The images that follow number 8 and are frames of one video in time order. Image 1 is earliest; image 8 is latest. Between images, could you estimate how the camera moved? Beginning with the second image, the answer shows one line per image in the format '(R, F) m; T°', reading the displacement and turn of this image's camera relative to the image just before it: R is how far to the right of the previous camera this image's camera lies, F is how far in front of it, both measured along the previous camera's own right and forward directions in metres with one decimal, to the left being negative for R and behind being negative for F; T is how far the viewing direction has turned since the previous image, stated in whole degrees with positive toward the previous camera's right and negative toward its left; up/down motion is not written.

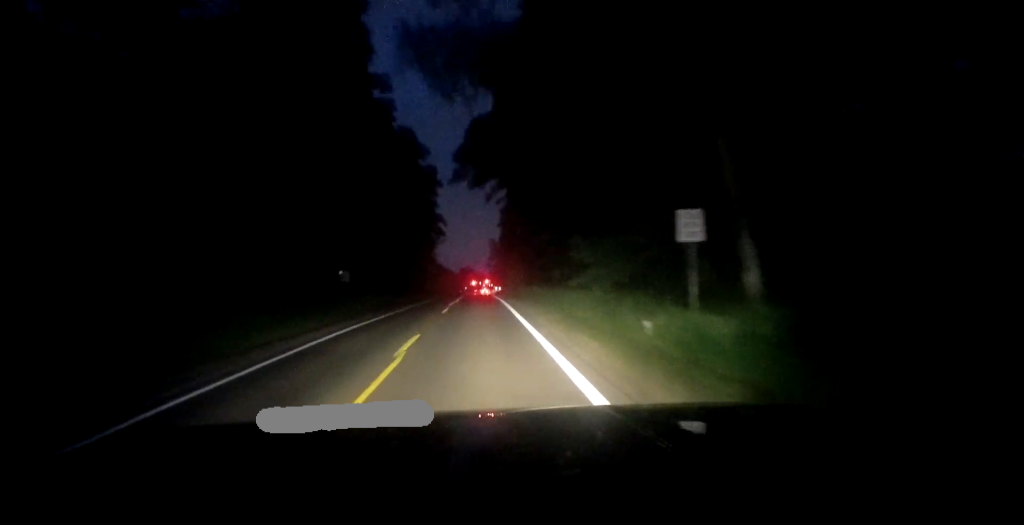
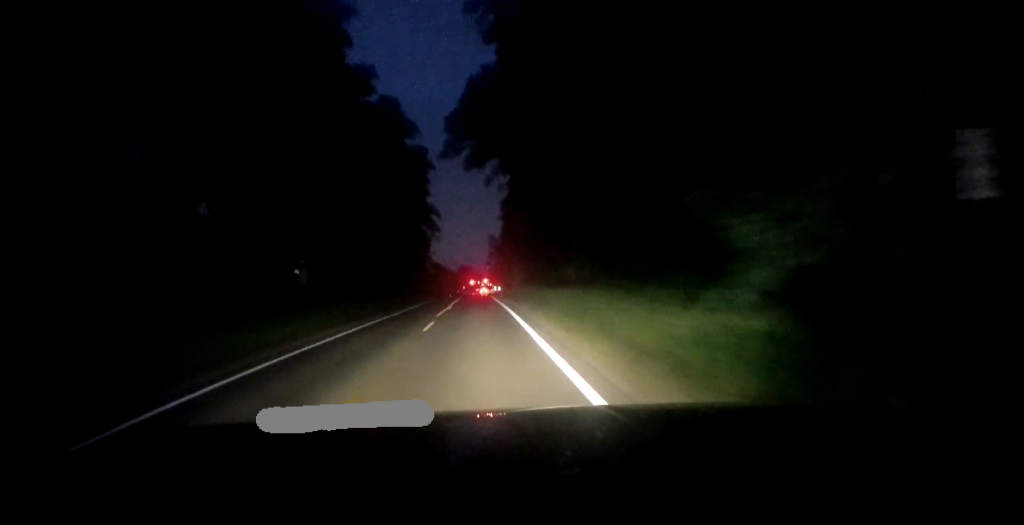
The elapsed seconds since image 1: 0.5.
(-0.1, +7.8) m; 0°
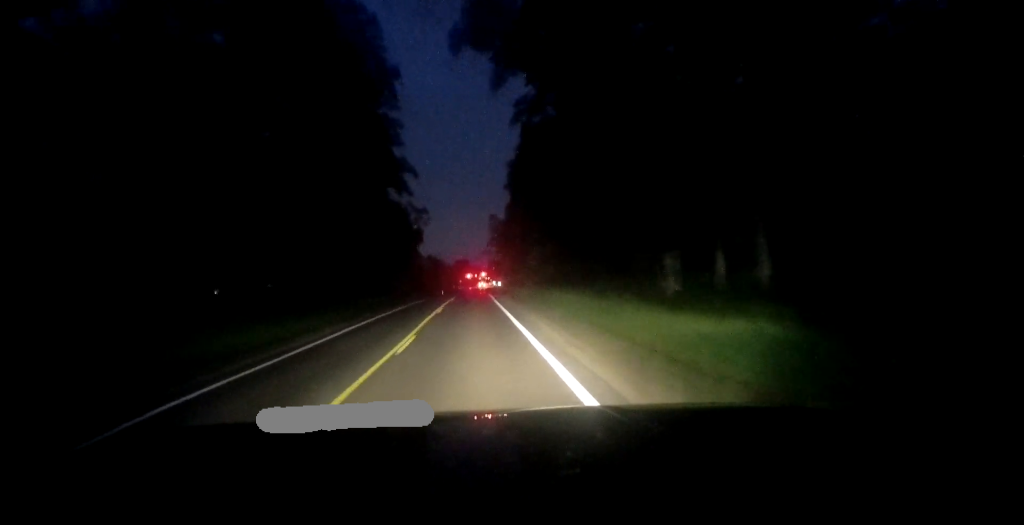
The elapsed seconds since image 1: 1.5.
(+0.2, +18.9) m; +2°
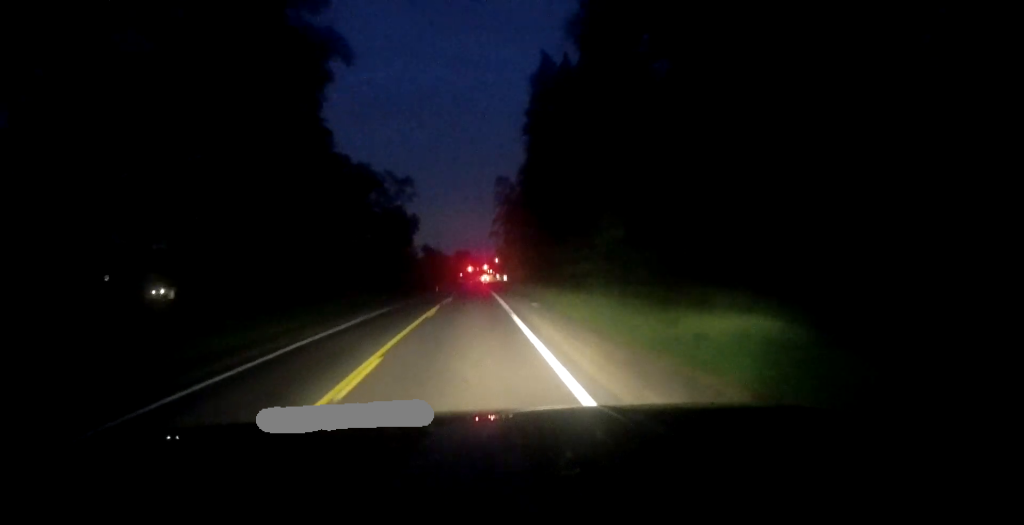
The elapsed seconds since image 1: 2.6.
(+0.4, +20.1) m; +1°
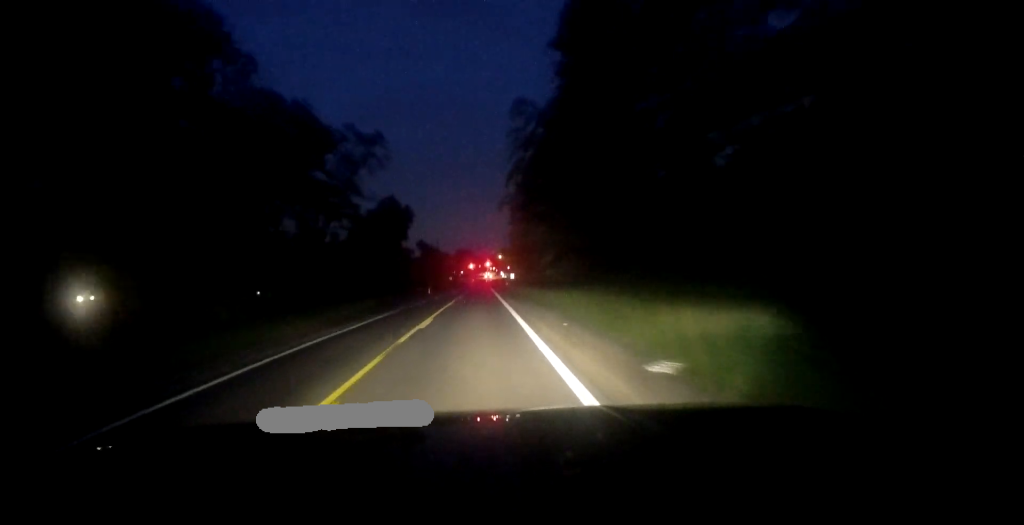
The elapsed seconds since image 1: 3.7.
(-0.1, +19.0) m; 0°
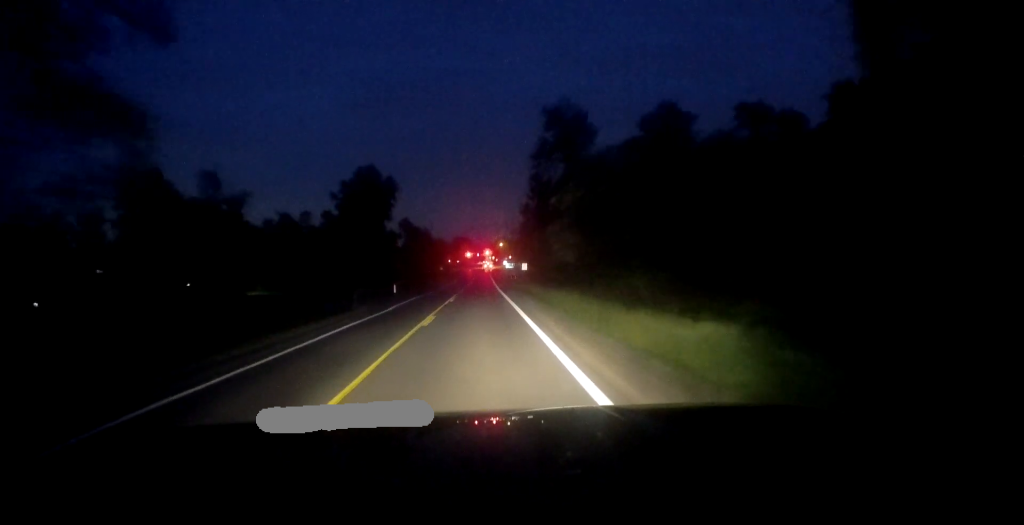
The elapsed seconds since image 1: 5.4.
(-0.9, +32.4) m; -3°
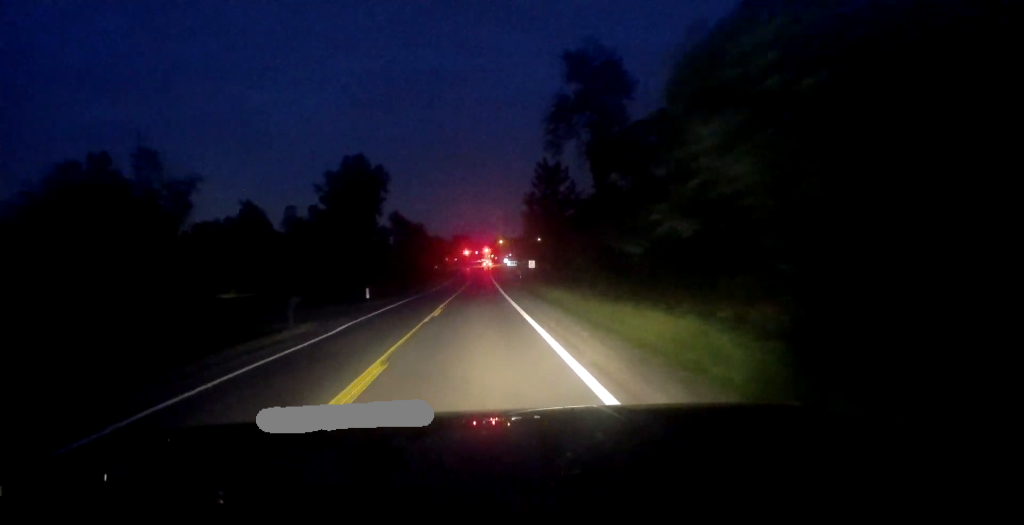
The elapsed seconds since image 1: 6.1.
(0.0, +12.3) m; +1°
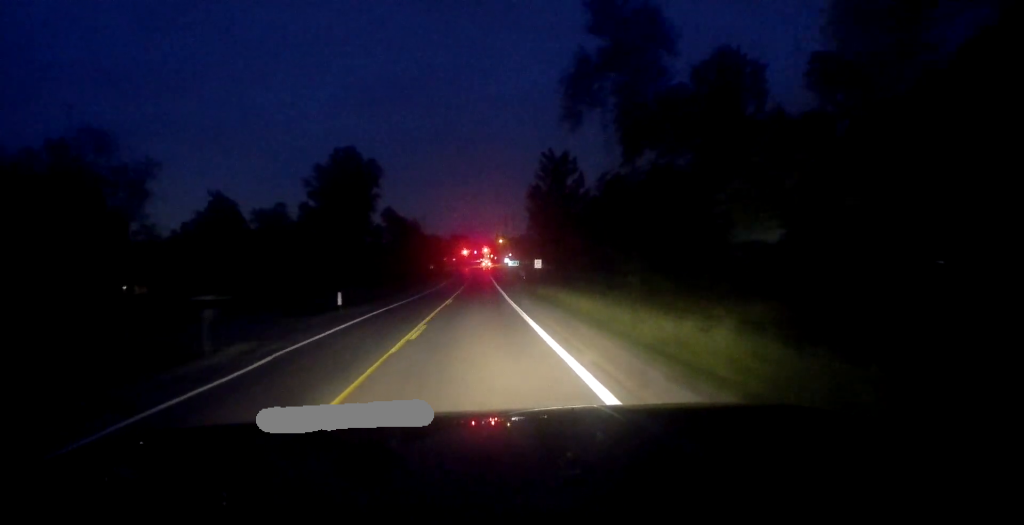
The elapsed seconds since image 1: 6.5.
(0.0, +8.0) m; +1°
